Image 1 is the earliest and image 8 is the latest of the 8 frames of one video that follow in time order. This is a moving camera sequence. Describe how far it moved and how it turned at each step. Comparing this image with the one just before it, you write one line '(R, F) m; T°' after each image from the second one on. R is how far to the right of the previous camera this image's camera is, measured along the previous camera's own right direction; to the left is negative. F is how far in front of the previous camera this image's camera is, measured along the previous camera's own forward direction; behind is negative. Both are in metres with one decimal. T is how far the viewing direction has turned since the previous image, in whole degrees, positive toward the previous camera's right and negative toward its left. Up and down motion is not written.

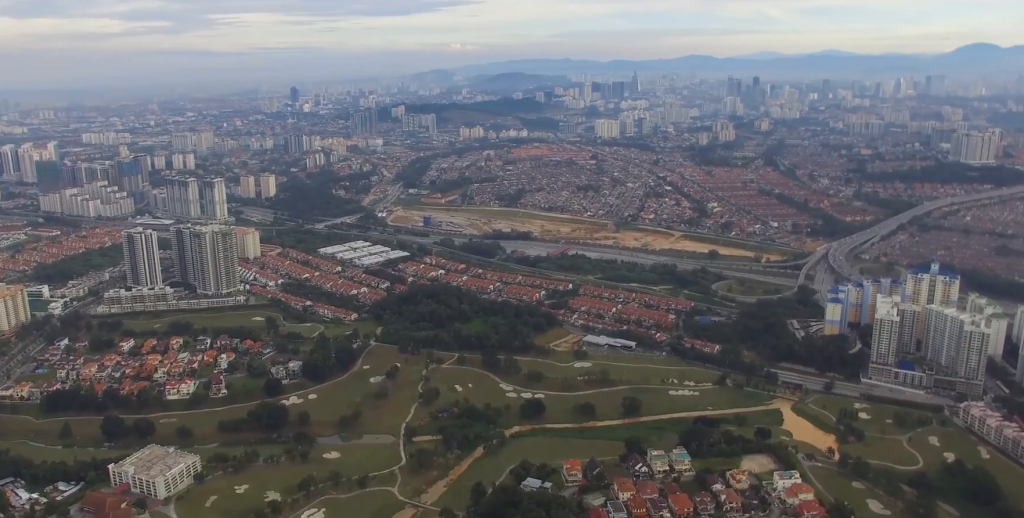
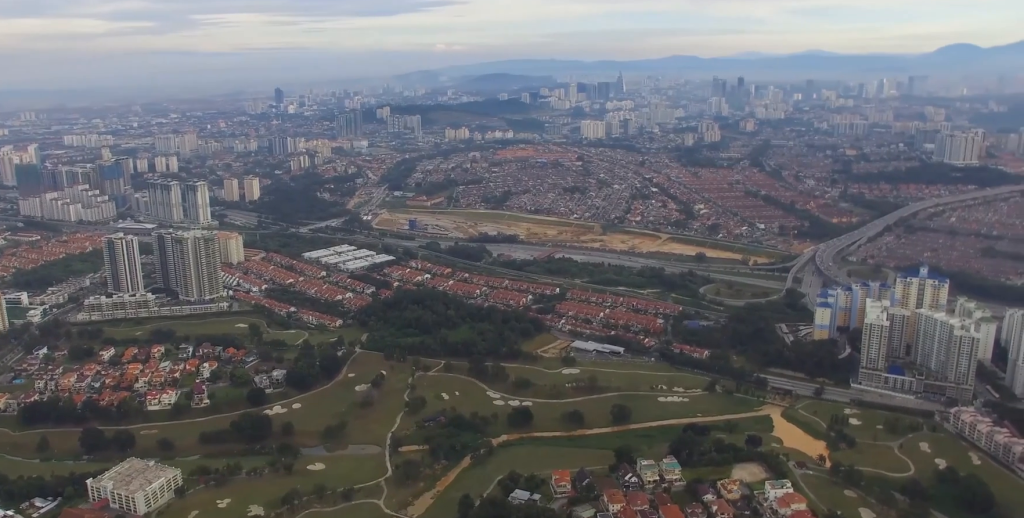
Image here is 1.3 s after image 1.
(+0.3, +14.6) m; +2°
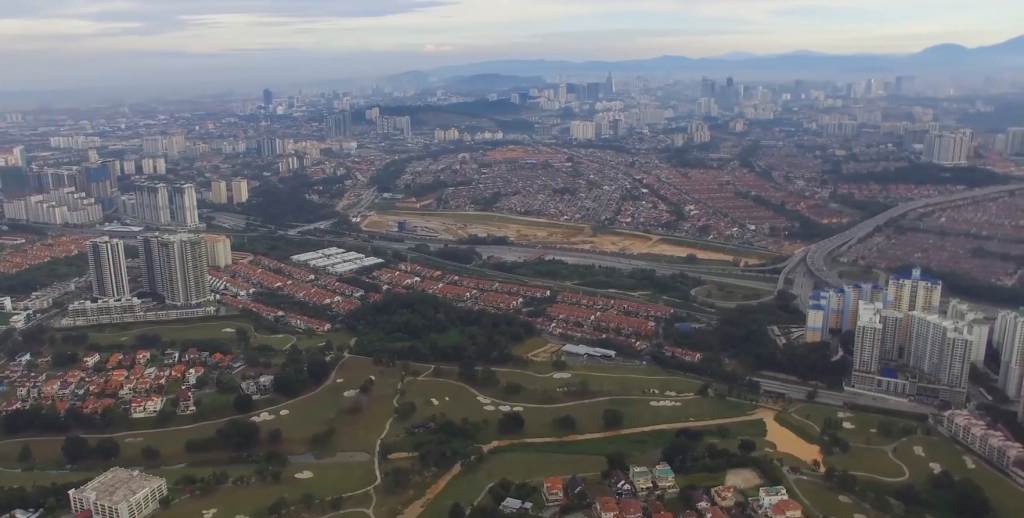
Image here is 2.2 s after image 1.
(+0.2, +11.3) m; +1°
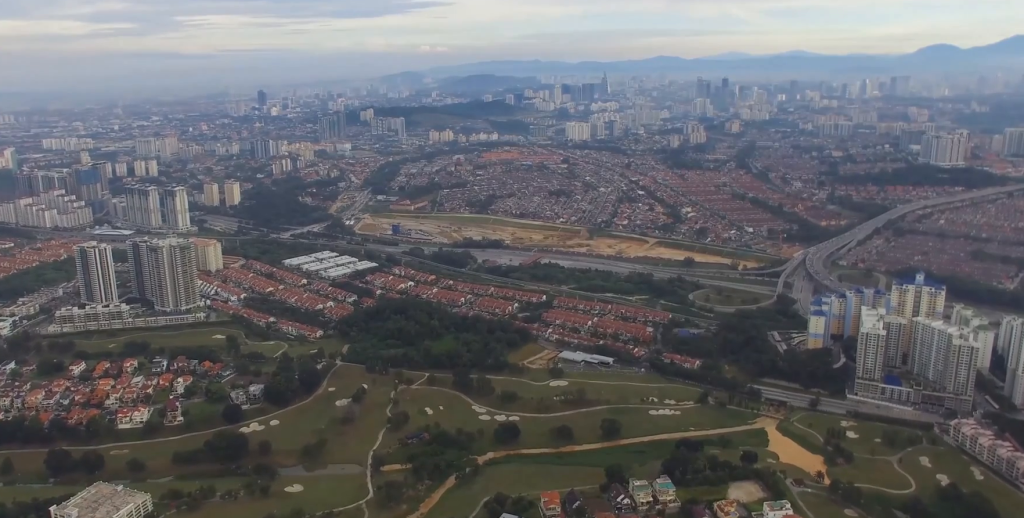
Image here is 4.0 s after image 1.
(+0.2, +21.8) m; +1°
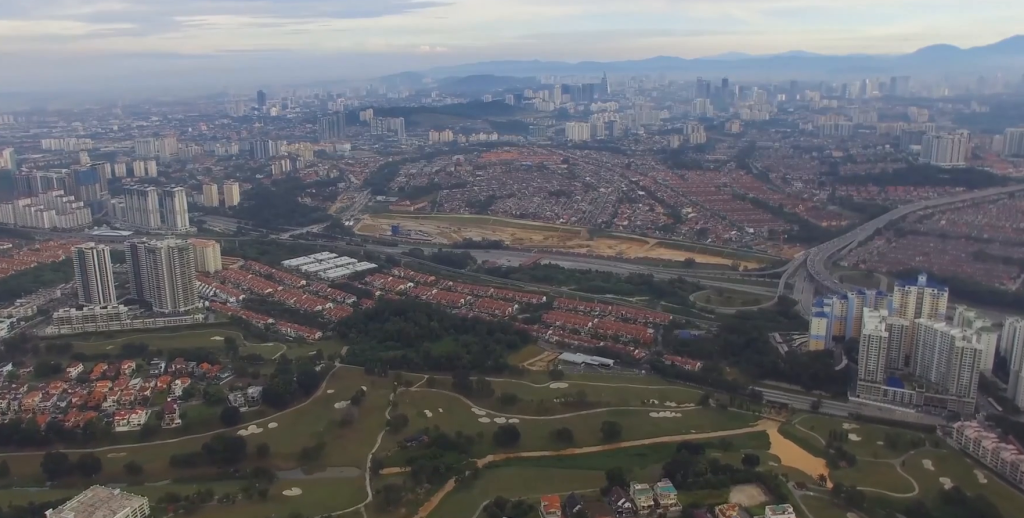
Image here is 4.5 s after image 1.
(0.0, +5.9) m; 0°
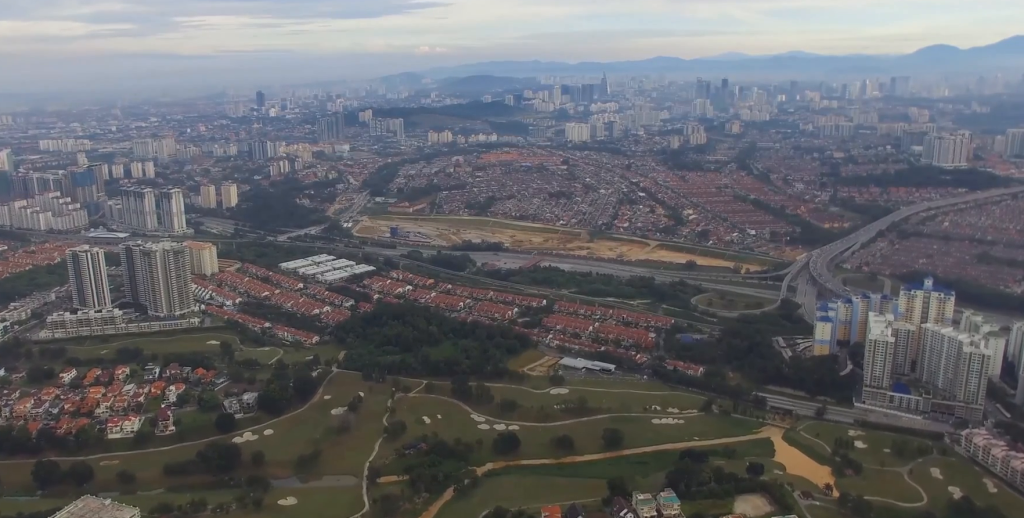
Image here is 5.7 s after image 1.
(0.0, +14.9) m; 0°
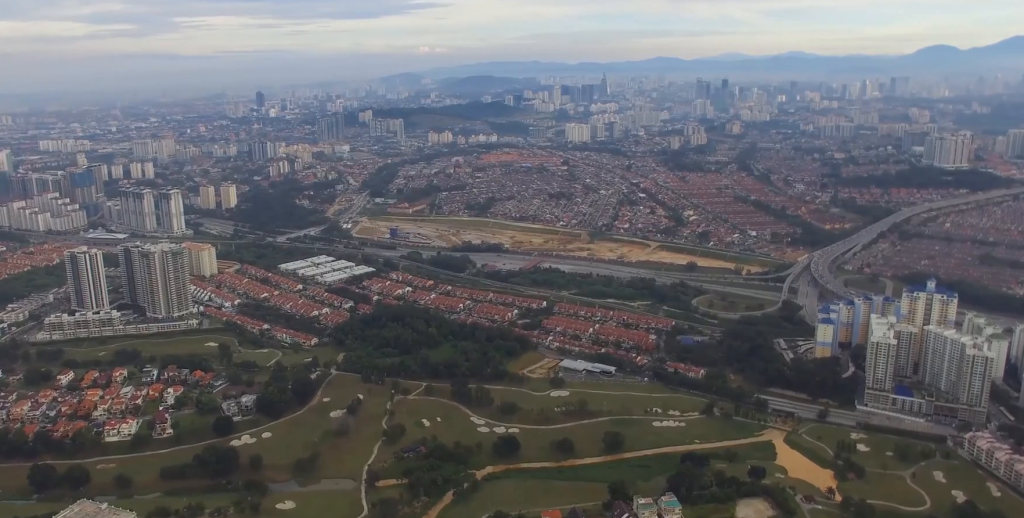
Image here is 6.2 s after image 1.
(0.0, +5.5) m; 0°
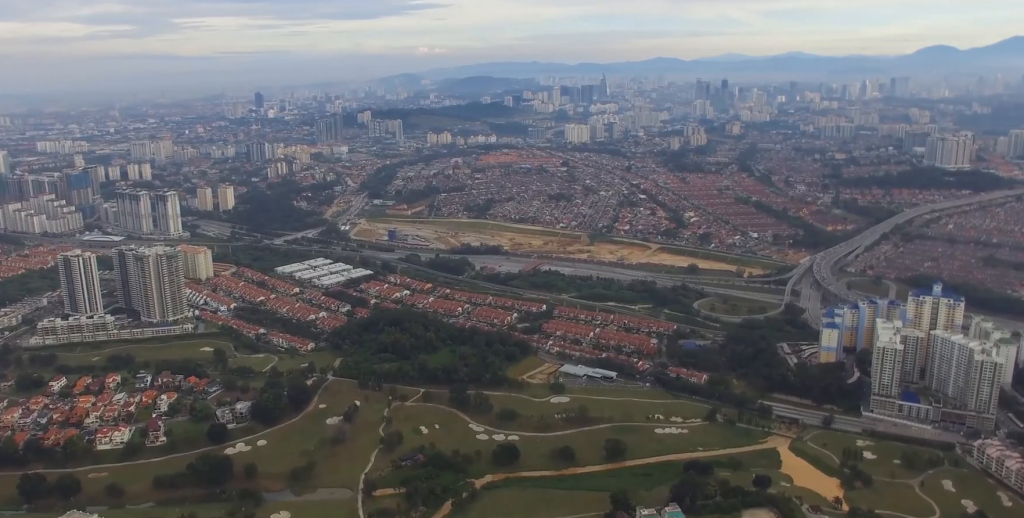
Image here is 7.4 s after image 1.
(+0.1, +16.1) m; 0°
